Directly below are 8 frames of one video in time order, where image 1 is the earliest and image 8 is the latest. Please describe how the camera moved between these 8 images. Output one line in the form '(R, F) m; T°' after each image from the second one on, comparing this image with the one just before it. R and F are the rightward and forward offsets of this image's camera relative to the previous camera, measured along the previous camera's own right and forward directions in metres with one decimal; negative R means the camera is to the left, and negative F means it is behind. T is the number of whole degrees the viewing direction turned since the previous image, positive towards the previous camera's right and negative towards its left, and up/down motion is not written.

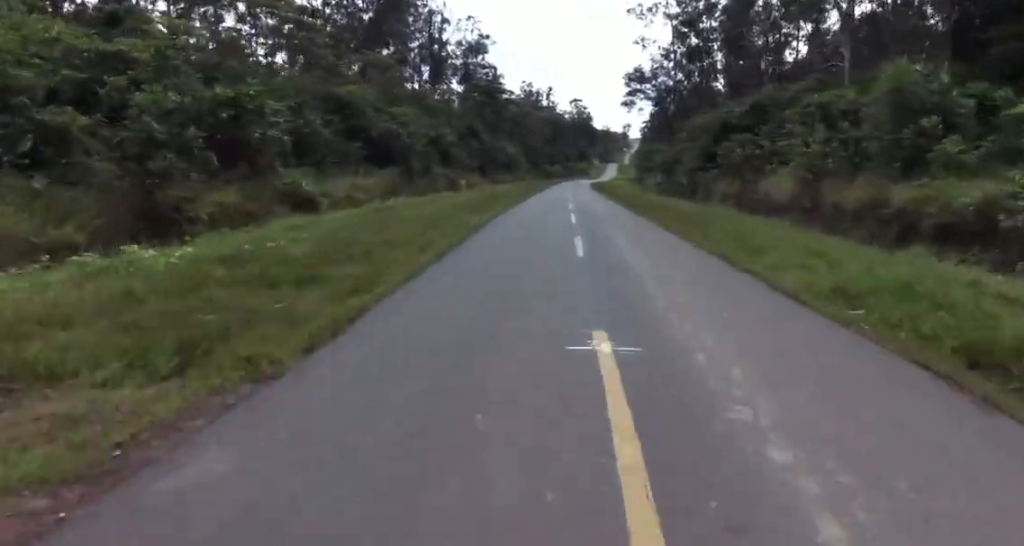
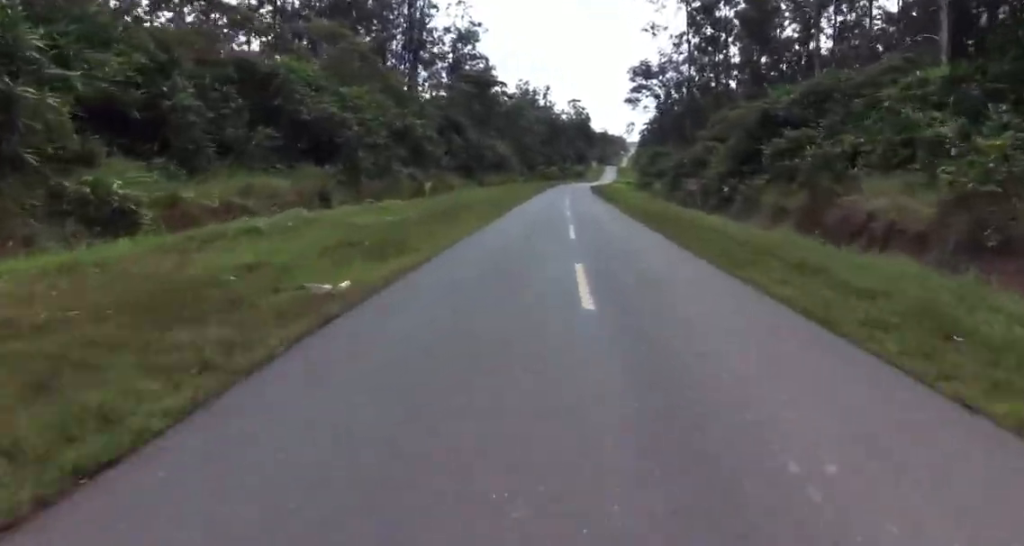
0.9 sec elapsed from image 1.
(-0.1, +12.8) m; -1°
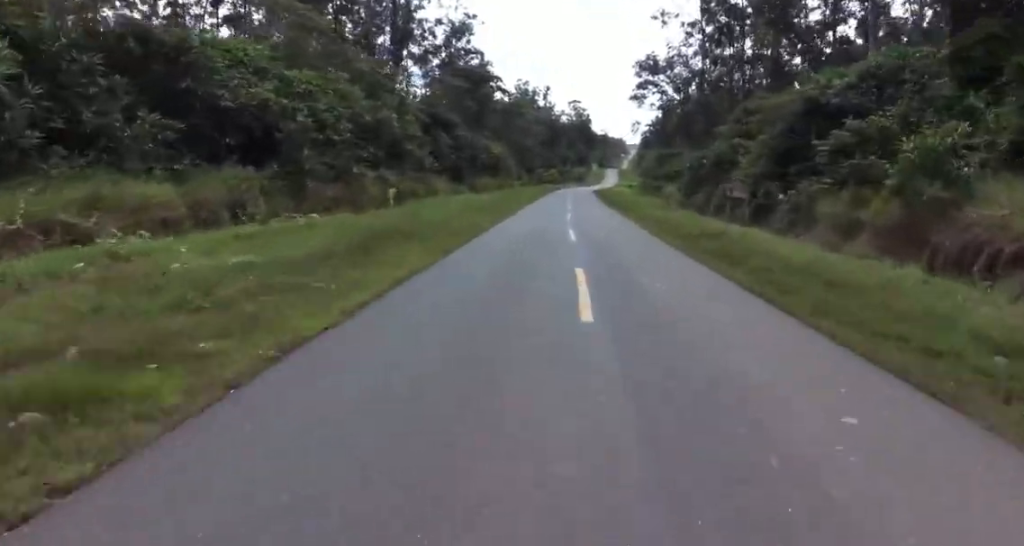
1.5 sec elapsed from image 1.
(0.0, +8.5) m; 0°
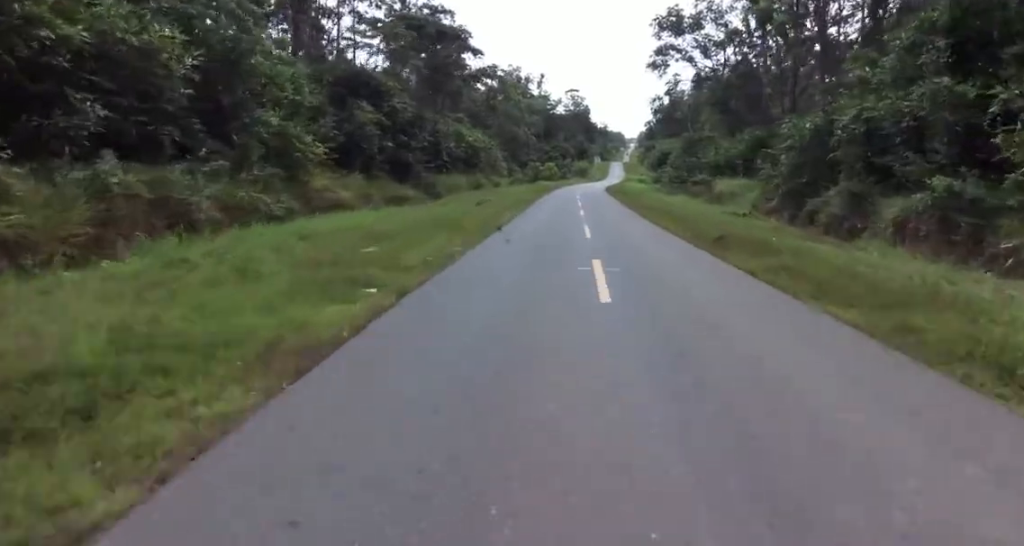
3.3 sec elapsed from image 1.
(-0.2, +26.5) m; +4°
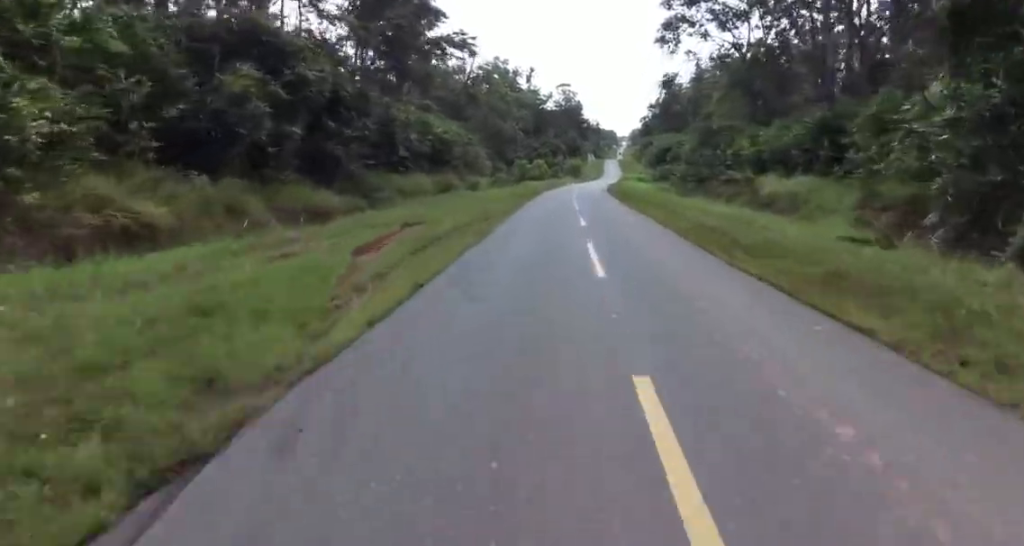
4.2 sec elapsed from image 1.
(+1.3, +15.2) m; -1°
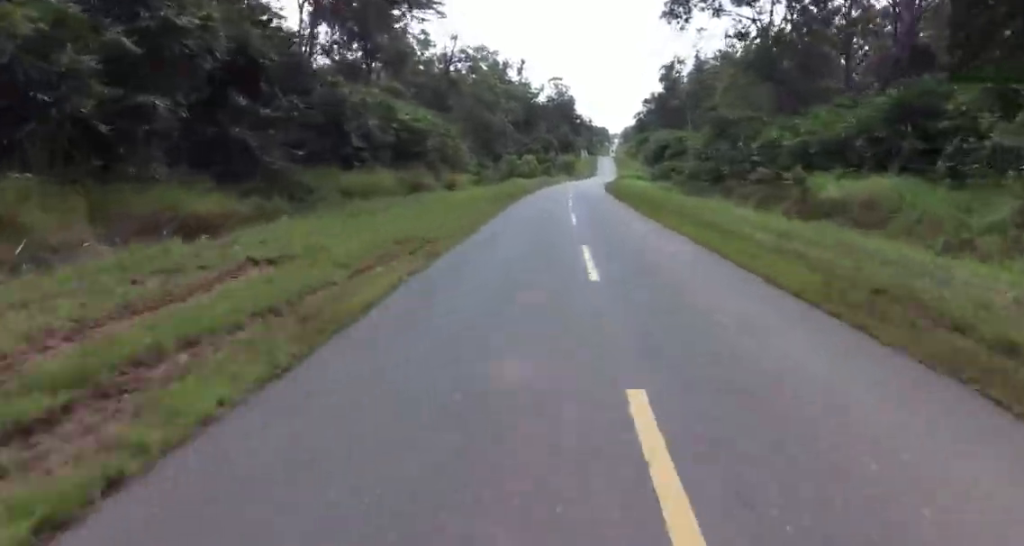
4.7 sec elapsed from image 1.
(-0.7, +9.6) m; -1°
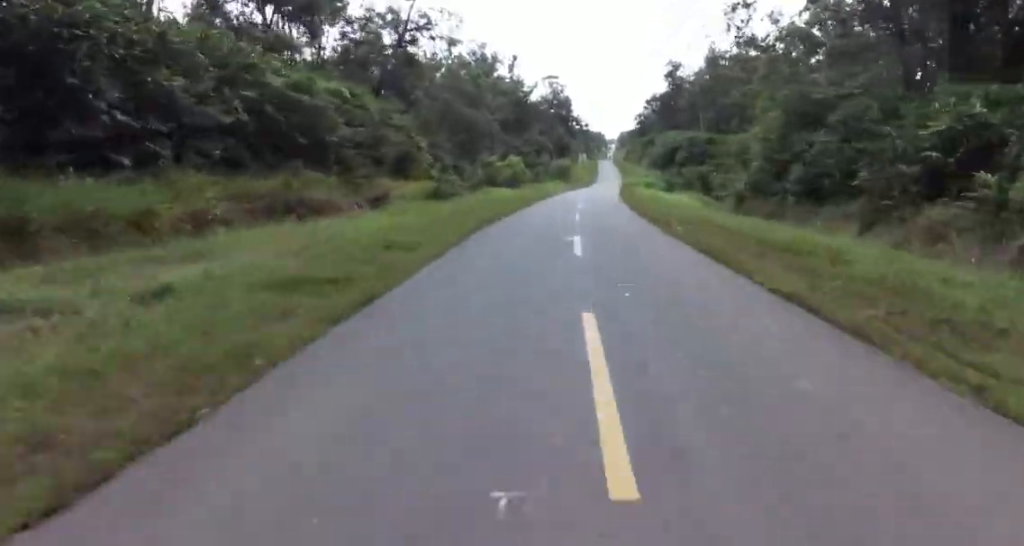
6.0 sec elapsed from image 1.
(0.0, +23.0) m; +2°
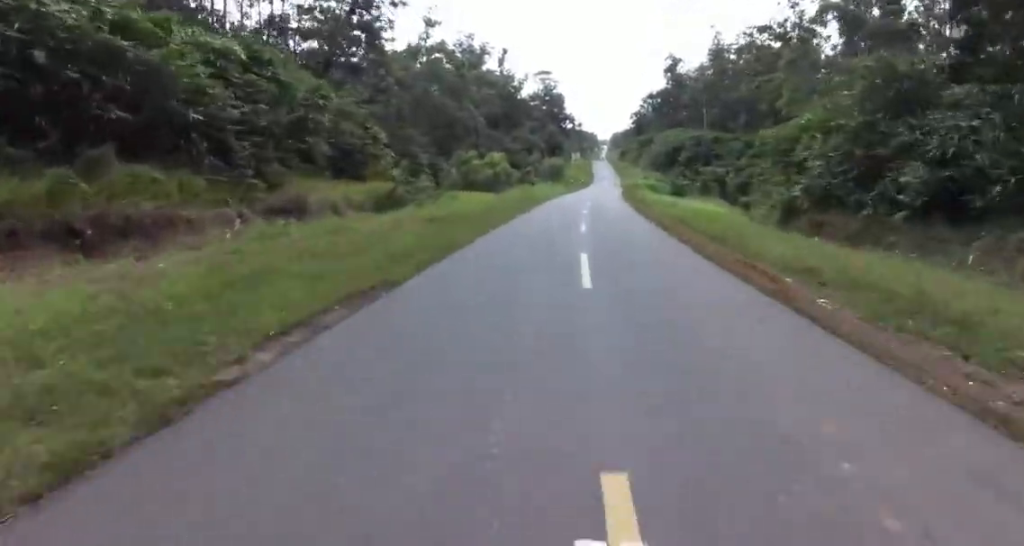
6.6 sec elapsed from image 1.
(+0.3, +11.6) m; 0°
